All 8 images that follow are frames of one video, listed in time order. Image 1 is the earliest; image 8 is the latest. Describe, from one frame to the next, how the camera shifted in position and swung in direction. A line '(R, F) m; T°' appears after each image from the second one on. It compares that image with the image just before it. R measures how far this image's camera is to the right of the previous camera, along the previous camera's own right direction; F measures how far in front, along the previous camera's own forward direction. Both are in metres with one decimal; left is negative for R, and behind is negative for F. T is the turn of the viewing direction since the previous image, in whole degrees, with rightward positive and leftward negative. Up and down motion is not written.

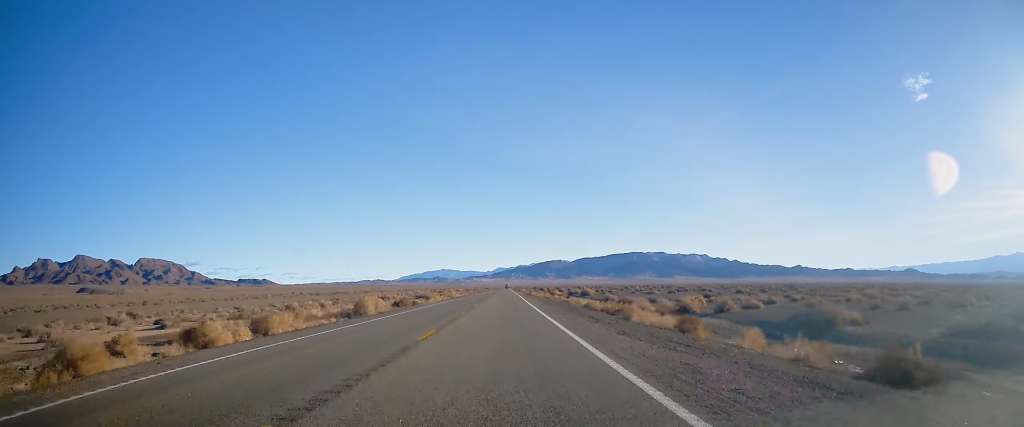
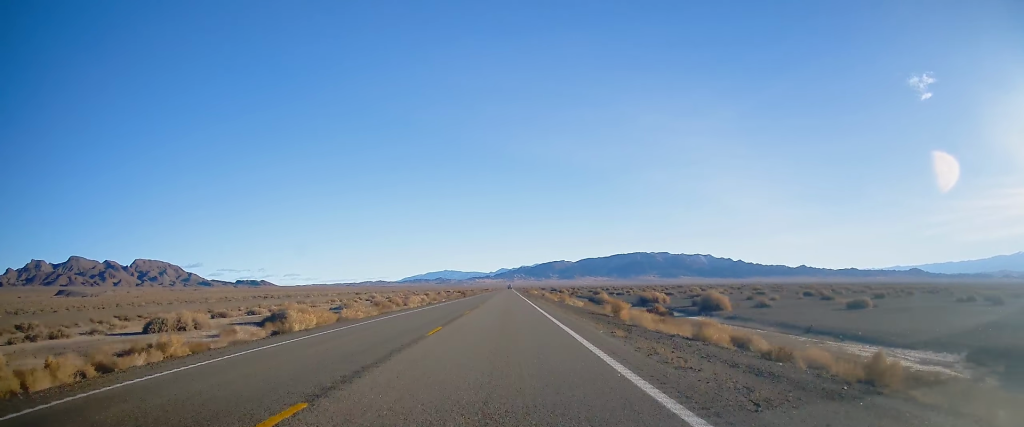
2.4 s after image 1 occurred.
(-0.7, +84.5) m; -1°
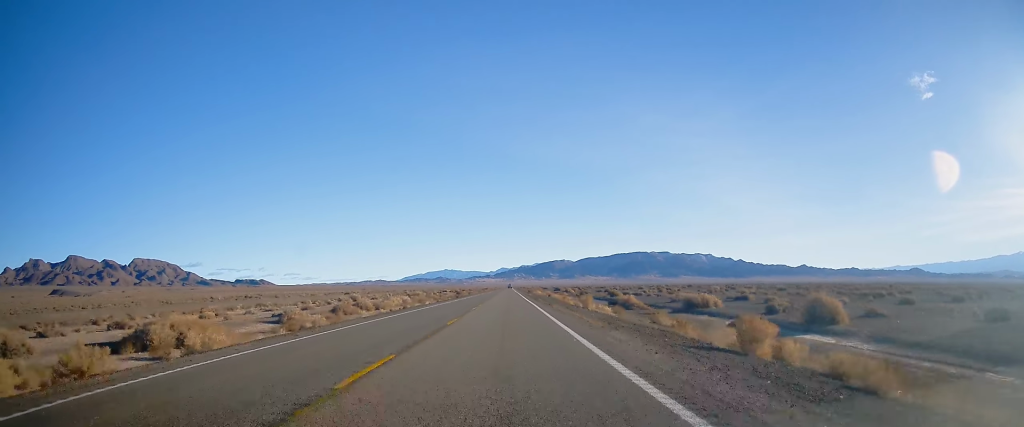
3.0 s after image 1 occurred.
(0.0, +20.0) m; 0°
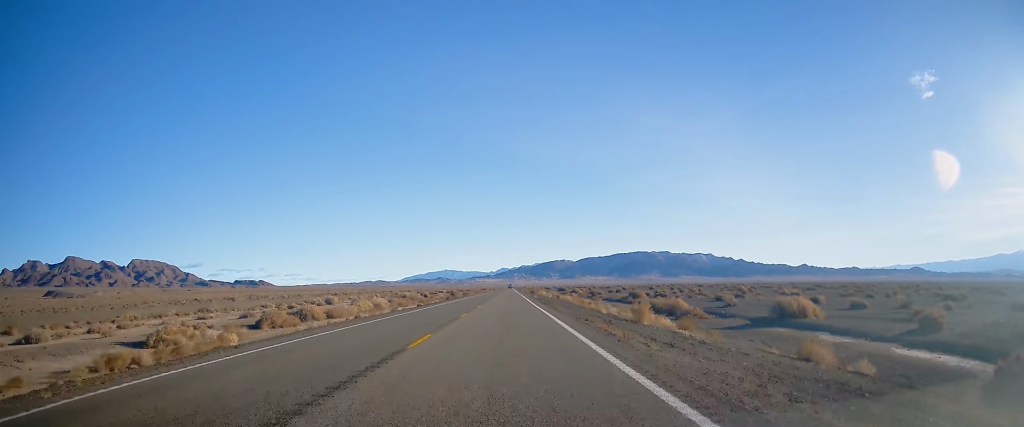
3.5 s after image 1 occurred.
(0.0, +20.0) m; 0°
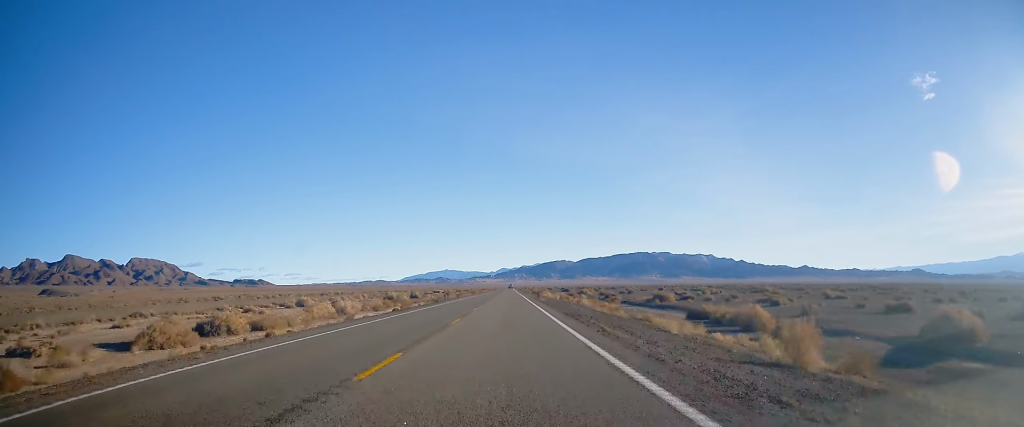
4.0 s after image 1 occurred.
(-0.1, +16.2) m; 0°
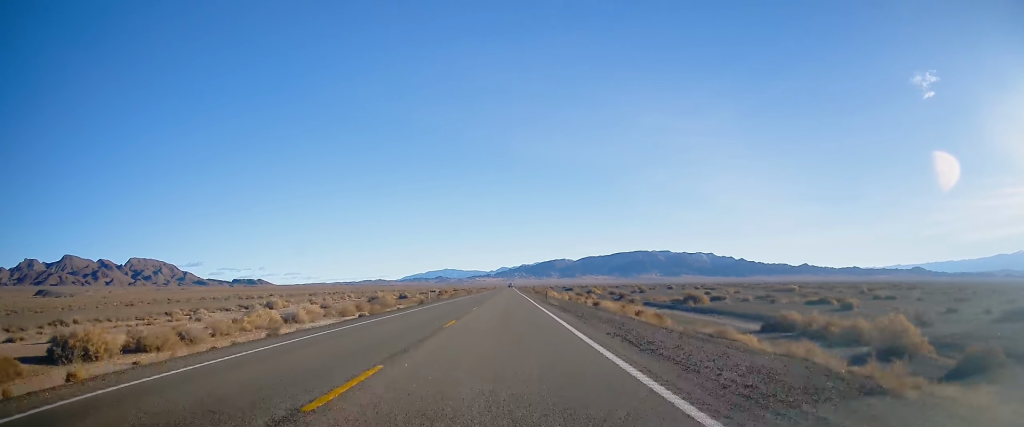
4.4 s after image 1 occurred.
(0.0, +13.9) m; 0°
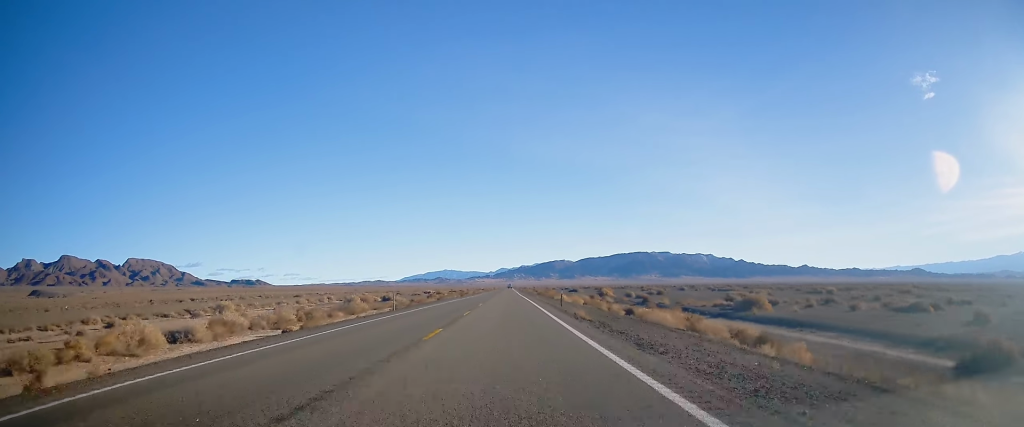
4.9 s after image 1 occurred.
(0.0, +16.3) m; 0°
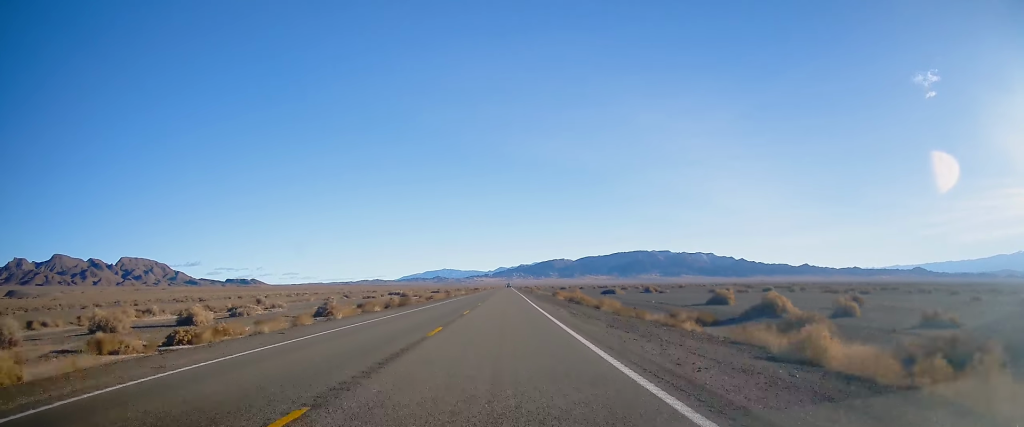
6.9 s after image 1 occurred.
(+0.3, +71.4) m; 0°
